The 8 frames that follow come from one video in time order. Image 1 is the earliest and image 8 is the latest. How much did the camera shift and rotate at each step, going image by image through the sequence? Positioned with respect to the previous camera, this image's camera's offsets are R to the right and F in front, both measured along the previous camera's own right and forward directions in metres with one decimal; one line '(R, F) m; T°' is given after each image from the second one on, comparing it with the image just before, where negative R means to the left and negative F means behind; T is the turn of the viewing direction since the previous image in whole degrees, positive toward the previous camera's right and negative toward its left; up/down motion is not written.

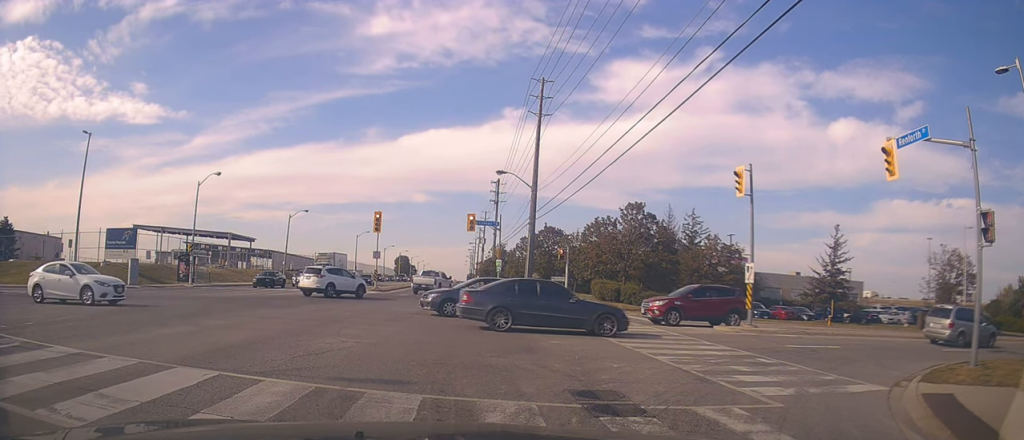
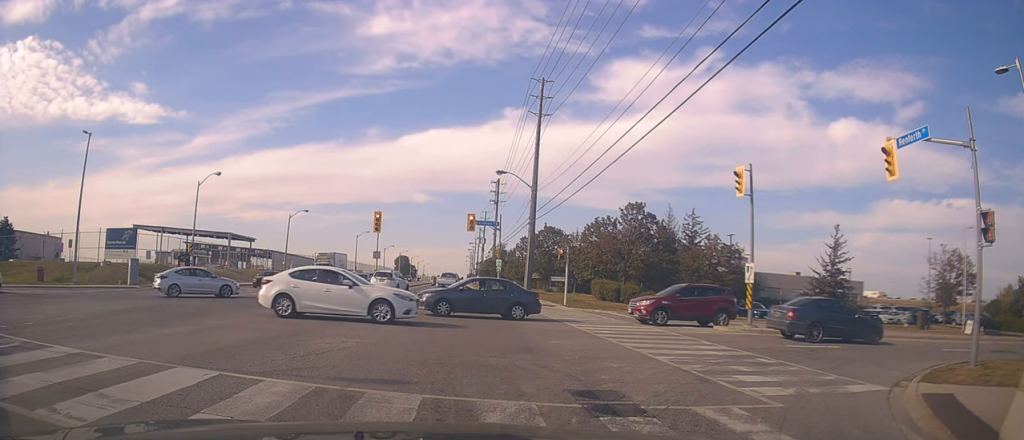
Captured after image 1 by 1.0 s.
(0.0, 0.0) m; 0°
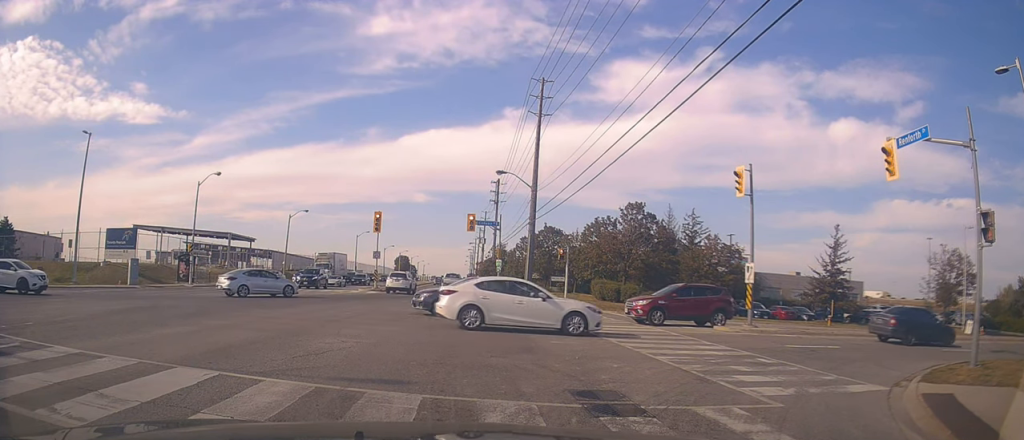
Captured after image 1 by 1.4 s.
(0.0, 0.0) m; 0°
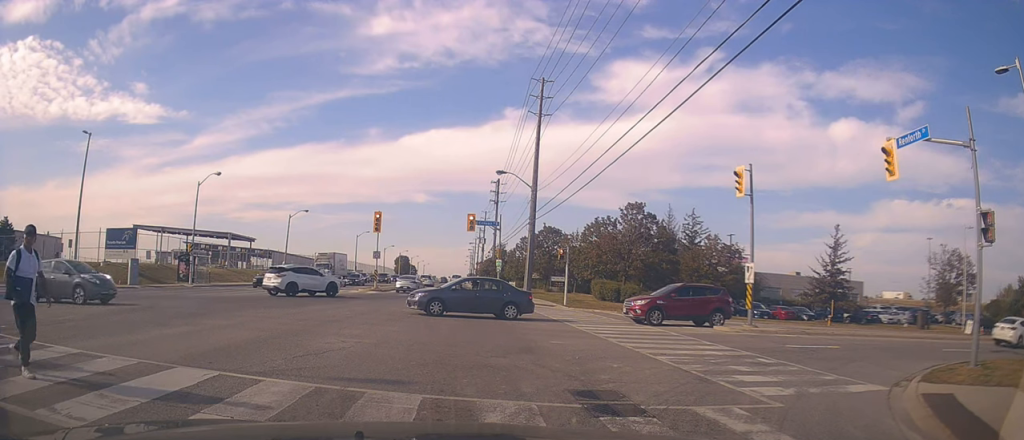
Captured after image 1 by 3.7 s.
(0.0, 0.0) m; 0°
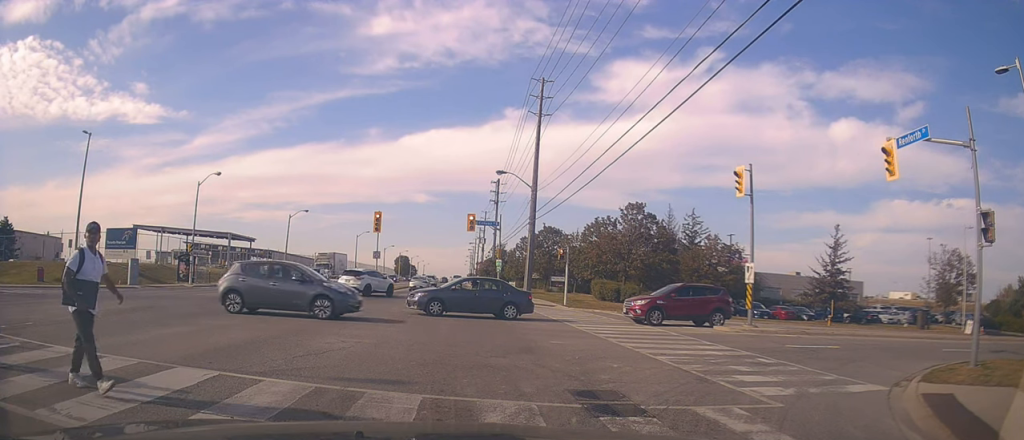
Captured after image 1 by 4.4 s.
(0.0, 0.0) m; 0°
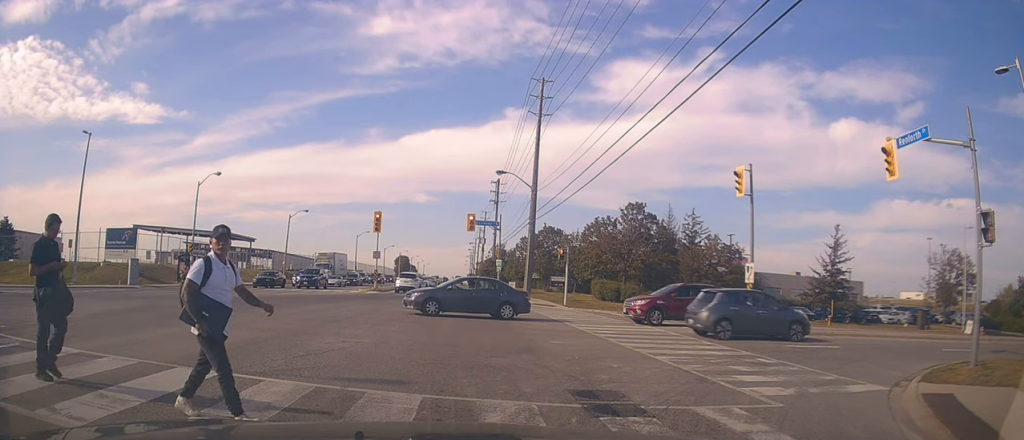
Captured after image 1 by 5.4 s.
(0.0, 0.0) m; 0°
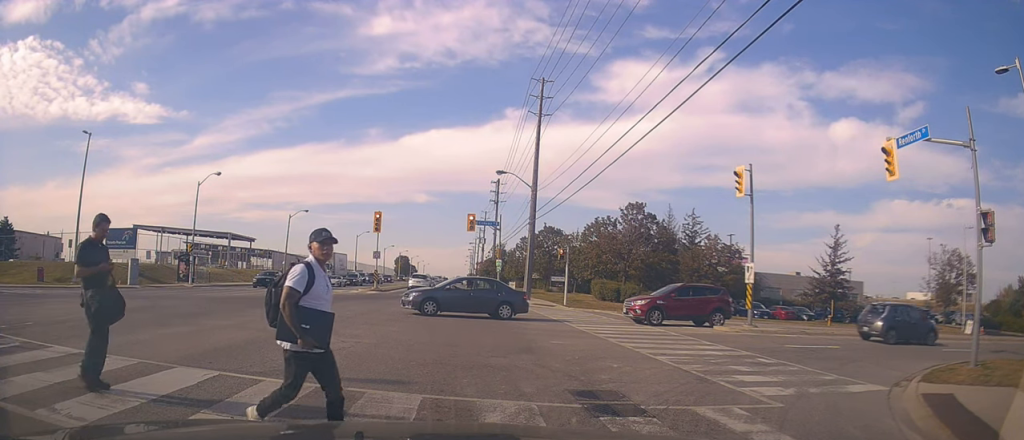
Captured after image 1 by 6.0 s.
(0.0, 0.0) m; 0°
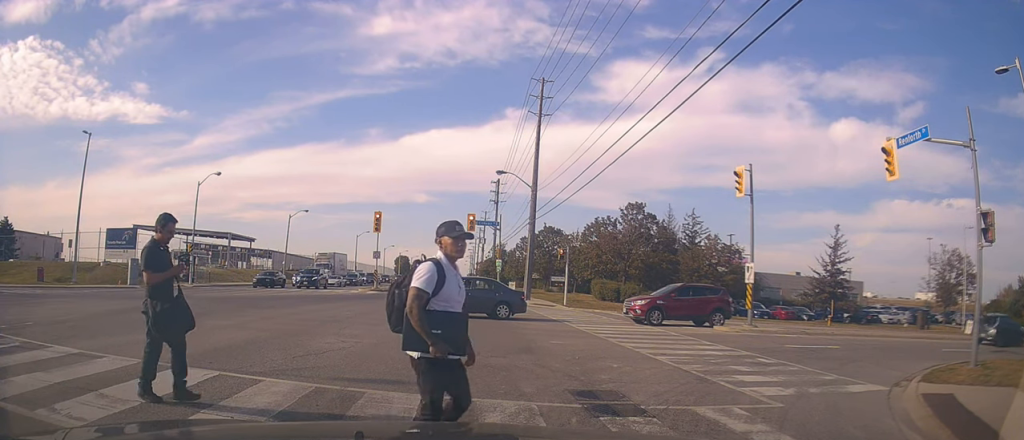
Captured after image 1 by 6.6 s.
(0.0, 0.0) m; 0°
